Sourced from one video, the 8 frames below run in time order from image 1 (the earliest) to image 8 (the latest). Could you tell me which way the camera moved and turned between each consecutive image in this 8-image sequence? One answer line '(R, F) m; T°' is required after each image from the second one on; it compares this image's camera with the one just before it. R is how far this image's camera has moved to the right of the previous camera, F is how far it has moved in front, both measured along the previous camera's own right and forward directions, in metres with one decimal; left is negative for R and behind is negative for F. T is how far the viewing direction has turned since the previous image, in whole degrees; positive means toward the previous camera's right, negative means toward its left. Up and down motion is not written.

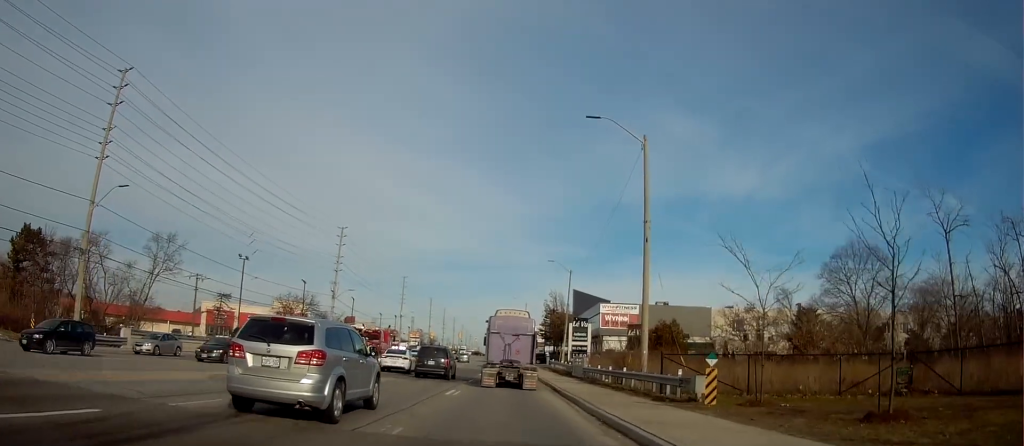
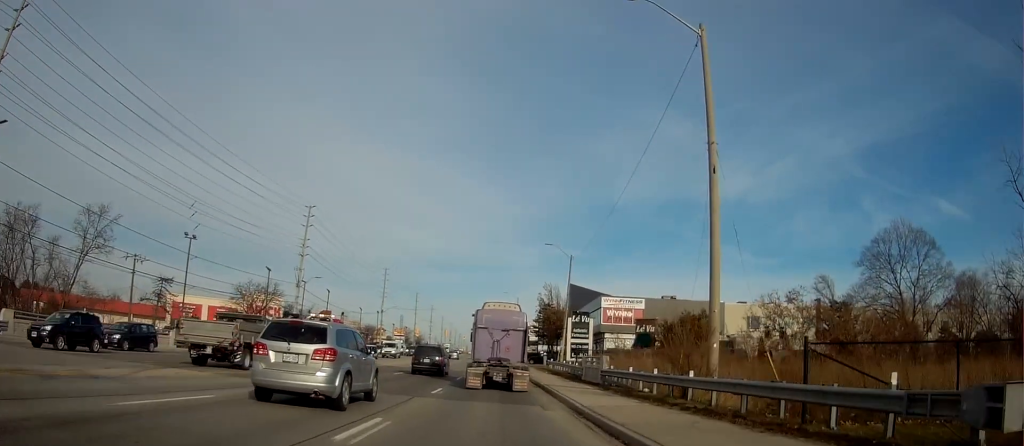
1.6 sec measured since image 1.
(0.0, +11.9) m; 0°
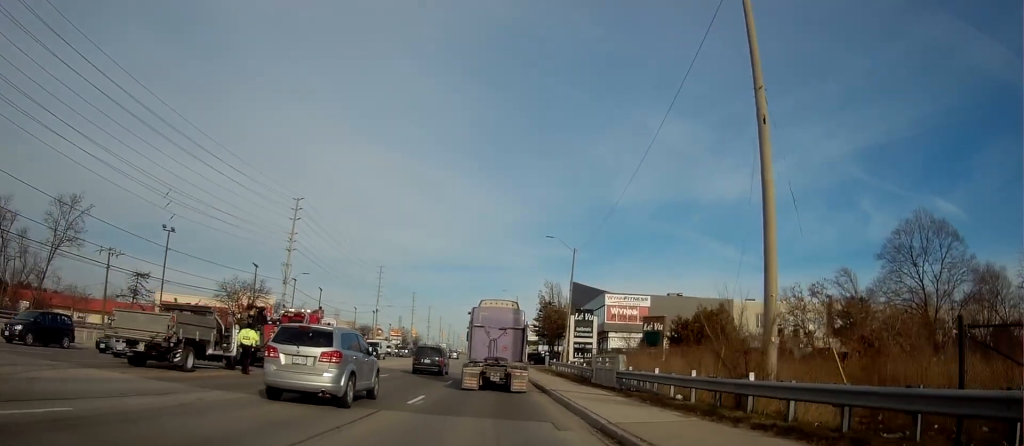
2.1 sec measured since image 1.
(-0.1, +4.4) m; +1°
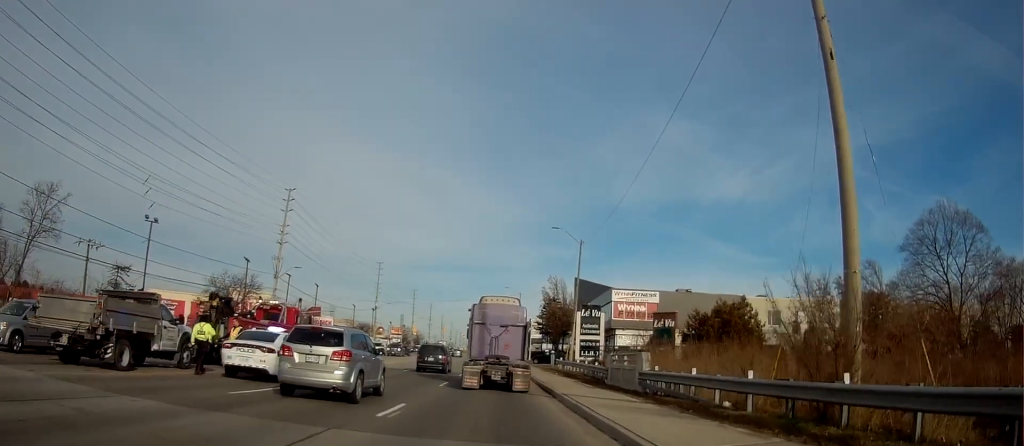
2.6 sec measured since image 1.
(-0.2, +3.9) m; +1°
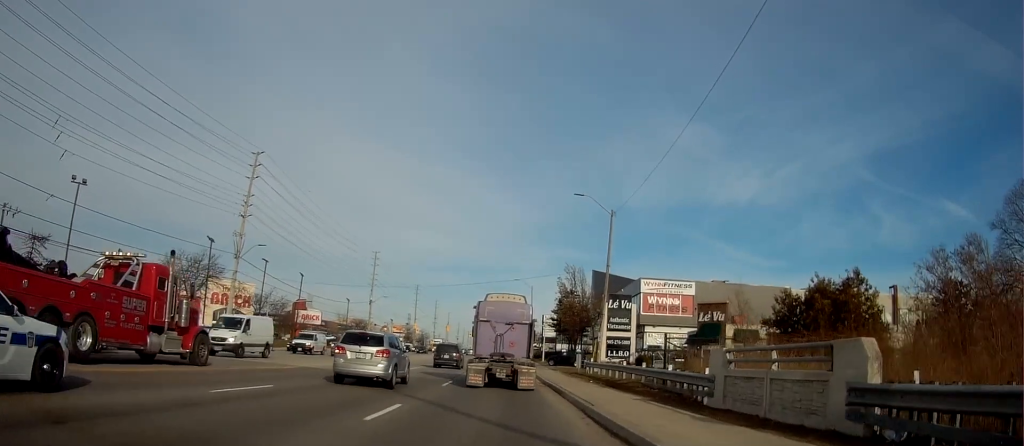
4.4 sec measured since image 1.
(+0.2, +13.3) m; -1°
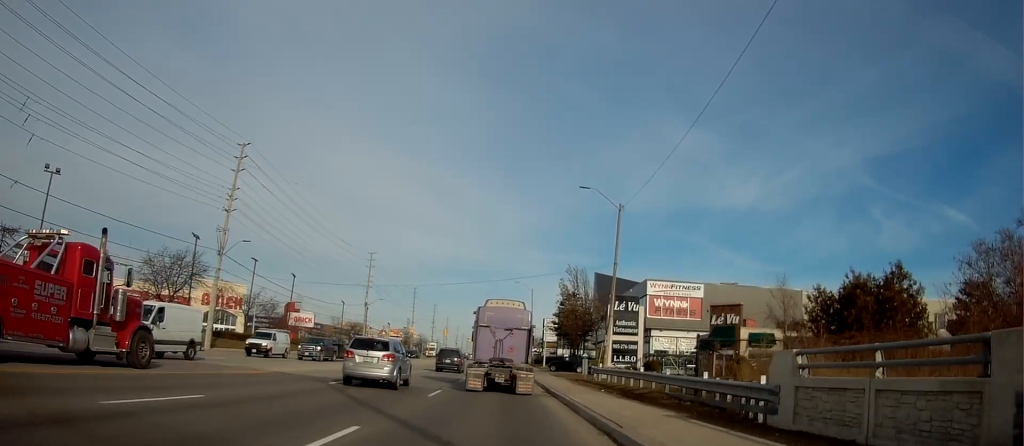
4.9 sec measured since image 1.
(-0.1, +3.7) m; -1°
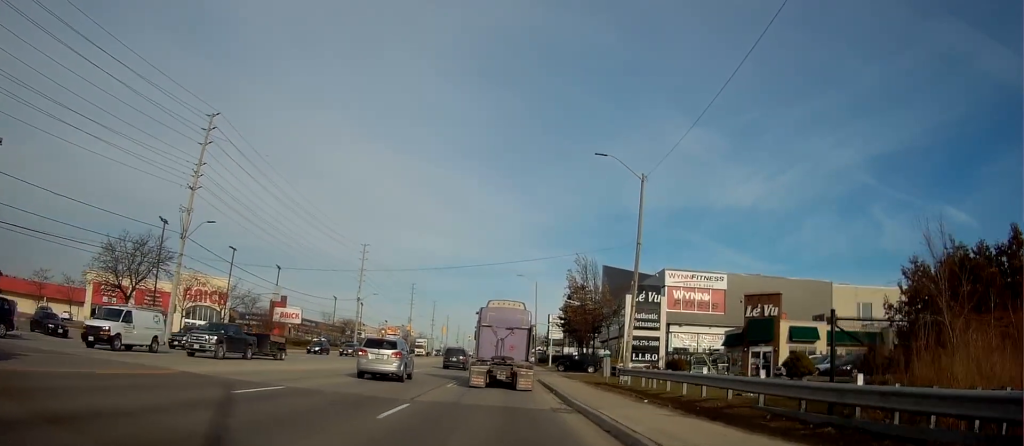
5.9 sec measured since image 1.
(+0.2, +7.6) m; 0°
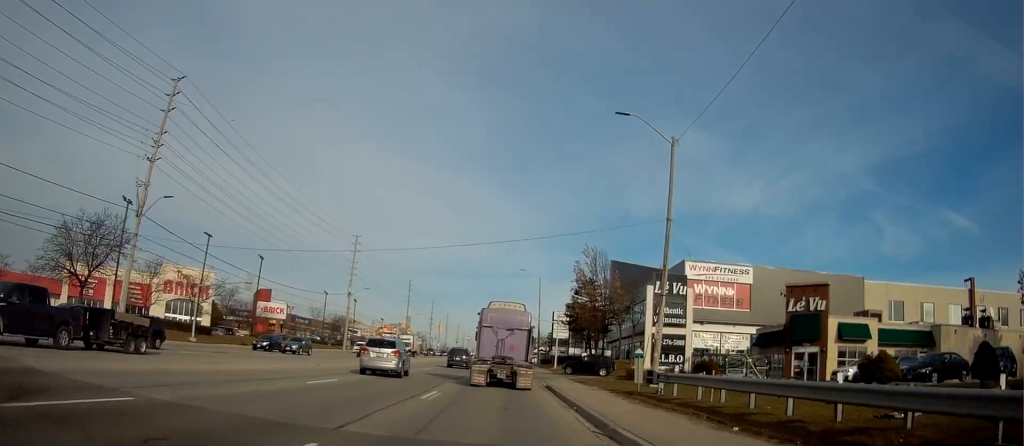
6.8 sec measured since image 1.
(-0.2, +7.1) m; 0°
